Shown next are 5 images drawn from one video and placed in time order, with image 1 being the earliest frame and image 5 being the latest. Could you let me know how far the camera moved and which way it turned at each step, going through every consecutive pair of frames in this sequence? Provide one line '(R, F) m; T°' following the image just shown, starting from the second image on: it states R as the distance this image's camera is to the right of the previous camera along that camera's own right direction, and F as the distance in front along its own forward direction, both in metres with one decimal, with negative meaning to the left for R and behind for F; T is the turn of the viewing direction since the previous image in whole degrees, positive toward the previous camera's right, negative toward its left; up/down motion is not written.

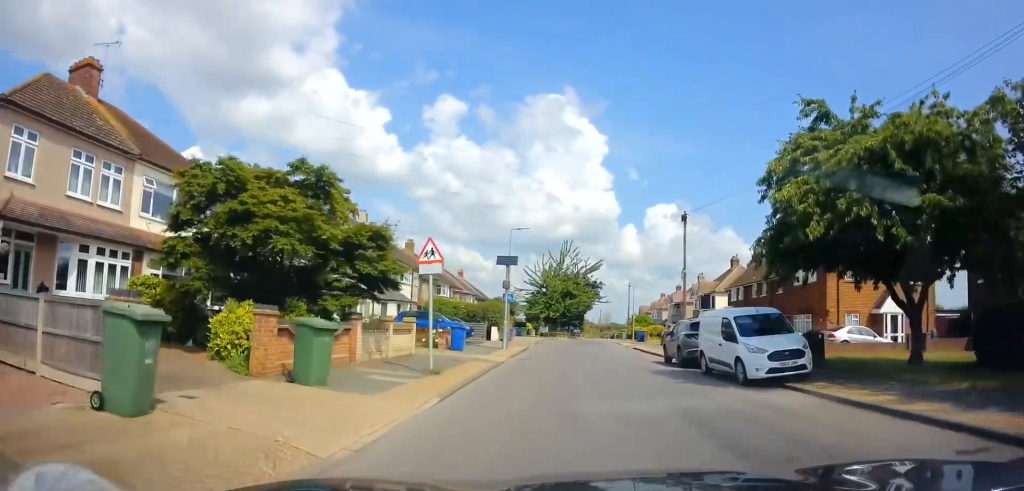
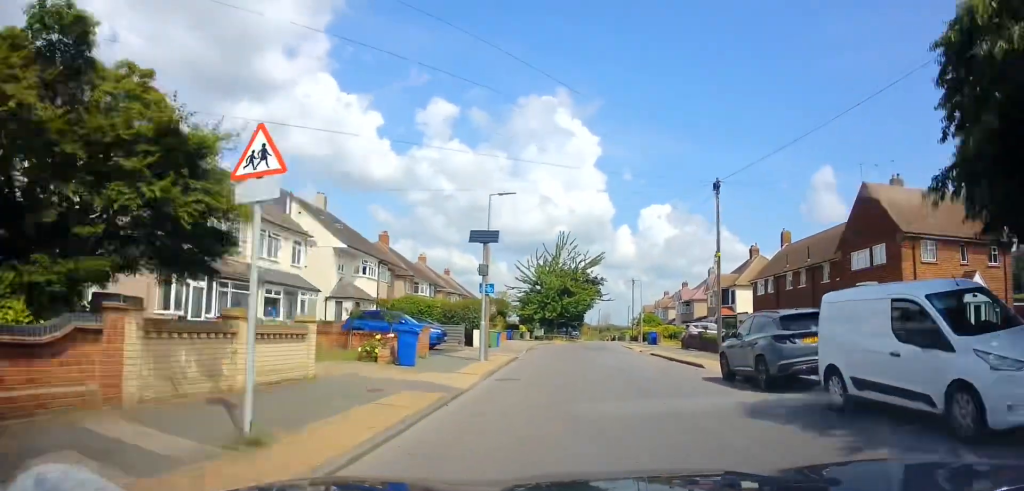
(-0.1, +7.9) m; +1°
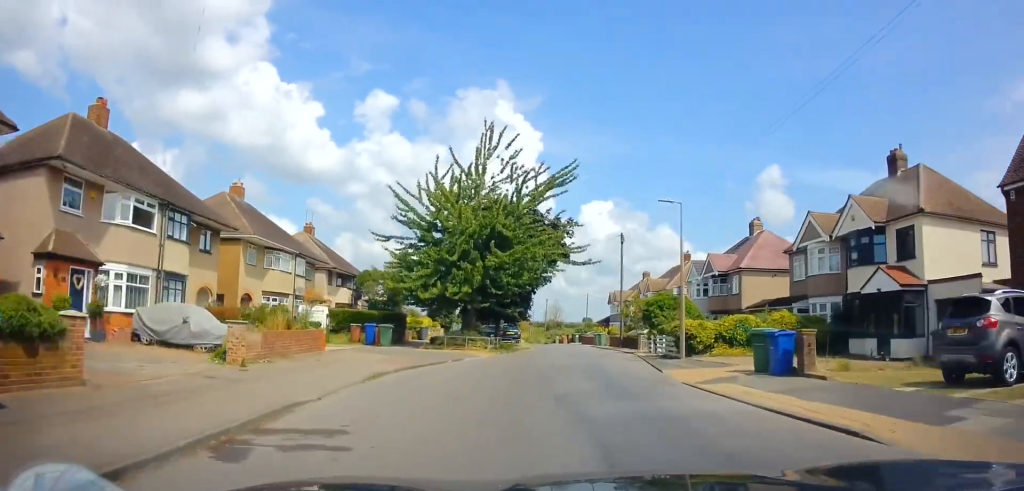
(+1.1, +33.9) m; +4°
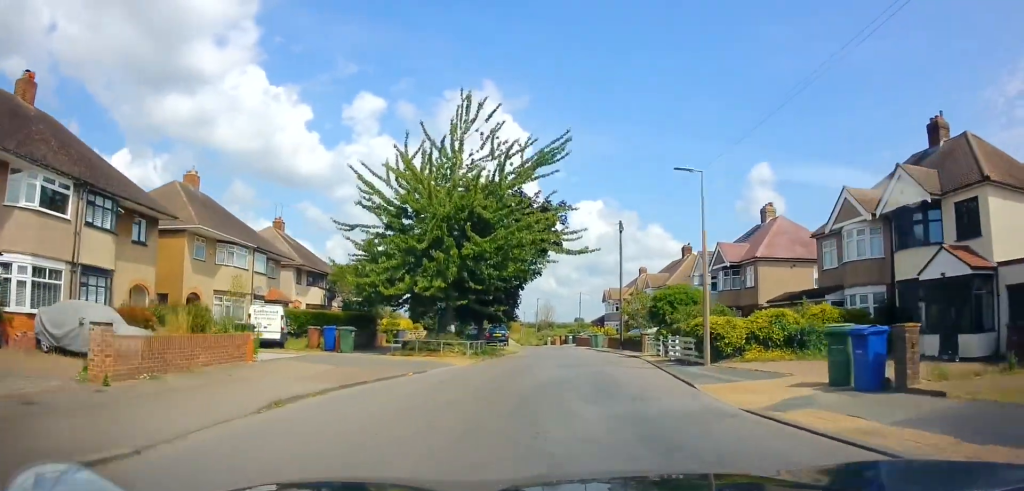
(0.0, +5.1) m; +2°
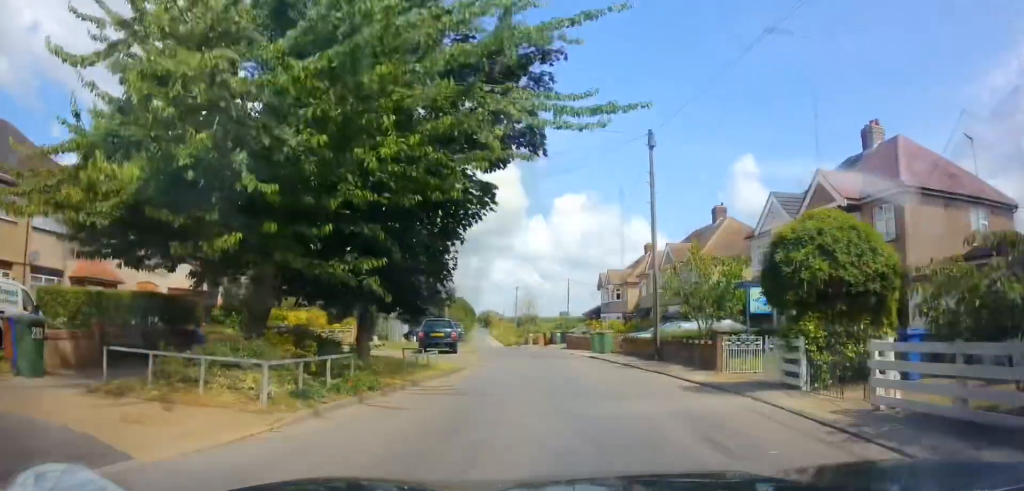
(+0.3, +11.4) m; +2°
